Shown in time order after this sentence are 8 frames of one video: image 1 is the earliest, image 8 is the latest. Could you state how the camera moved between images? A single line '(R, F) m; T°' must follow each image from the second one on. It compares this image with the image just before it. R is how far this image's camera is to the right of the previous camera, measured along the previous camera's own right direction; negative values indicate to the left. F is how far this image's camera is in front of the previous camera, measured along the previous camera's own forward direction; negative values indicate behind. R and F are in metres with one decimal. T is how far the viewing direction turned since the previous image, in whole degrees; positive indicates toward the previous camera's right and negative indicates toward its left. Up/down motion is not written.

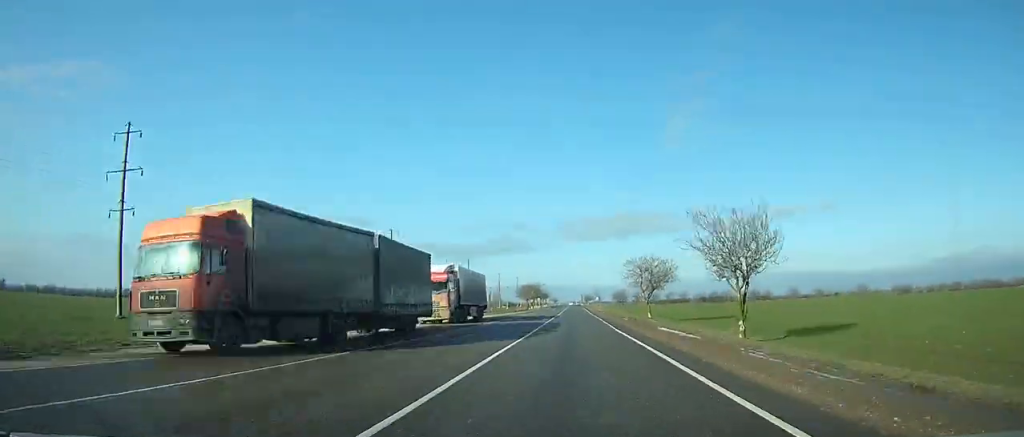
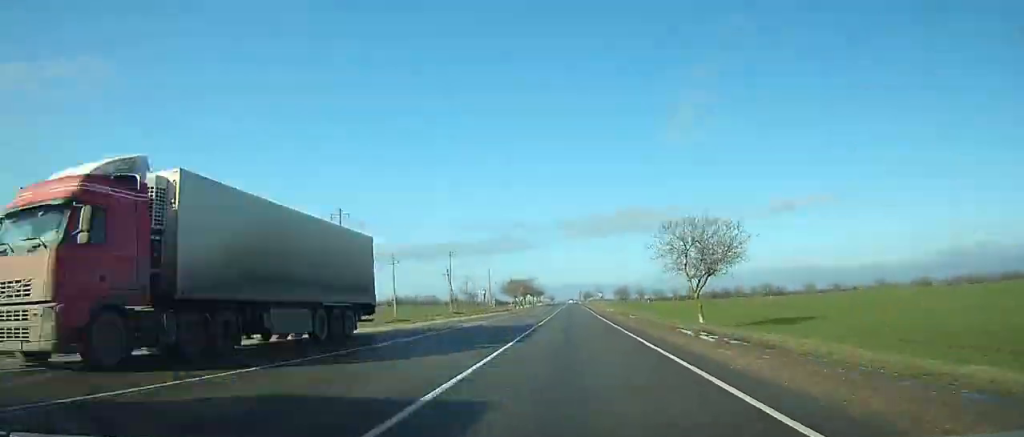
(0.0, +30.4) m; 0°
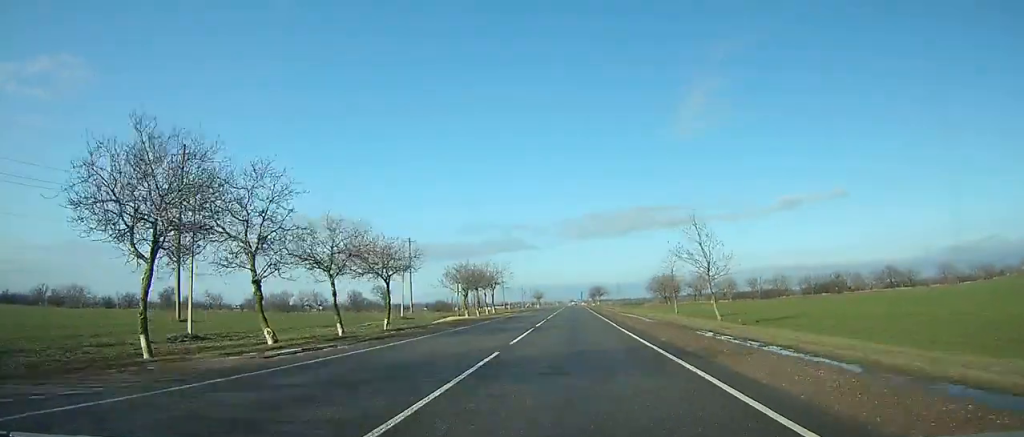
(-0.4, +149.5) m; 0°
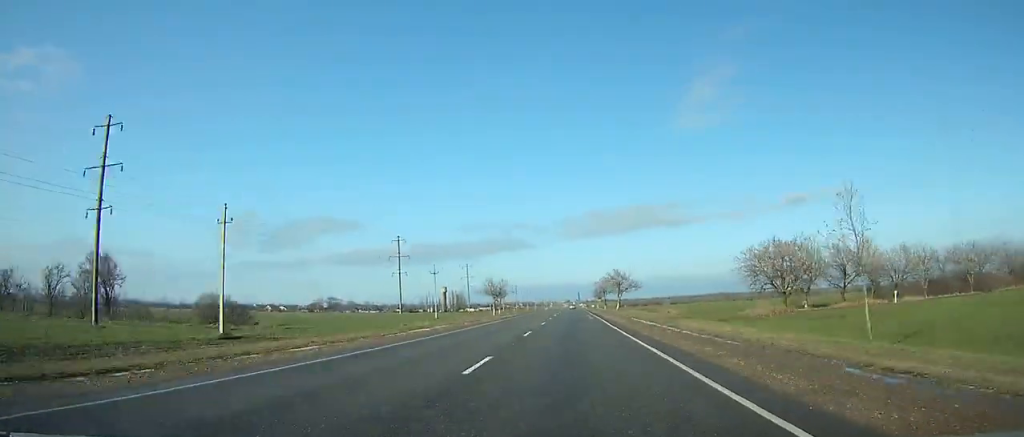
(0.0, +106.8) m; 0°
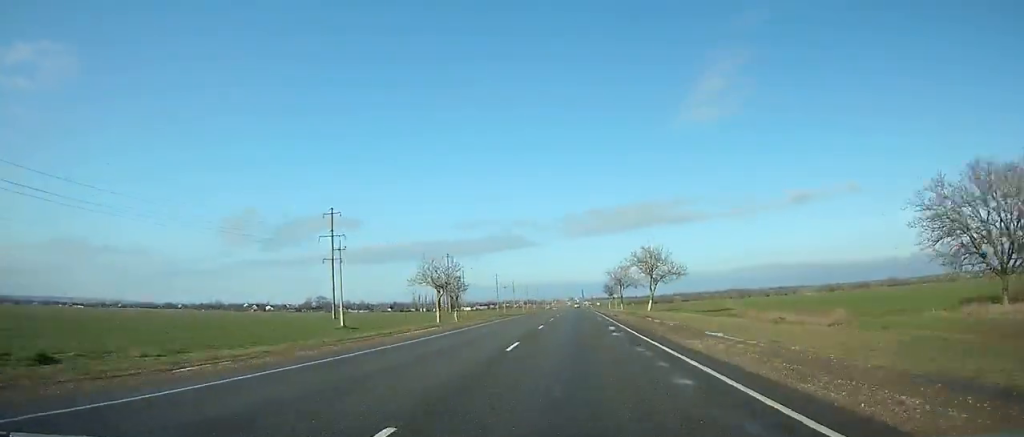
(0.0, +44.4) m; 0°
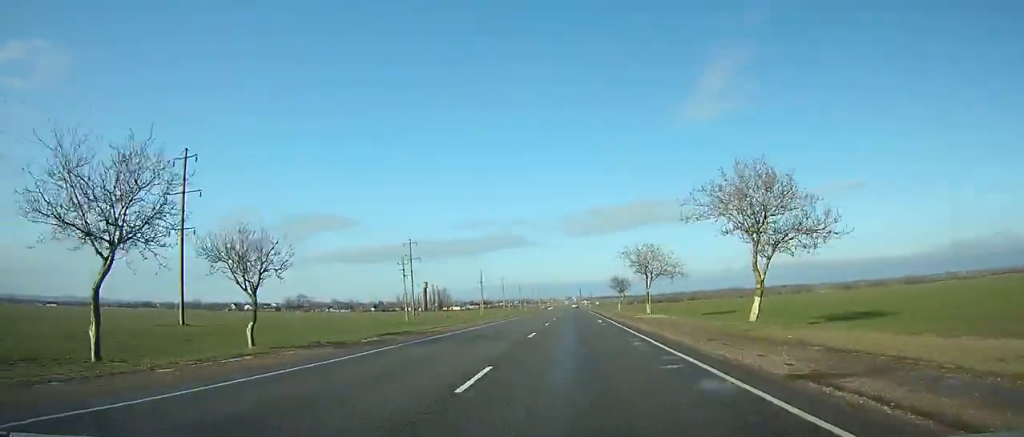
(+0.1, +41.8) m; 0°
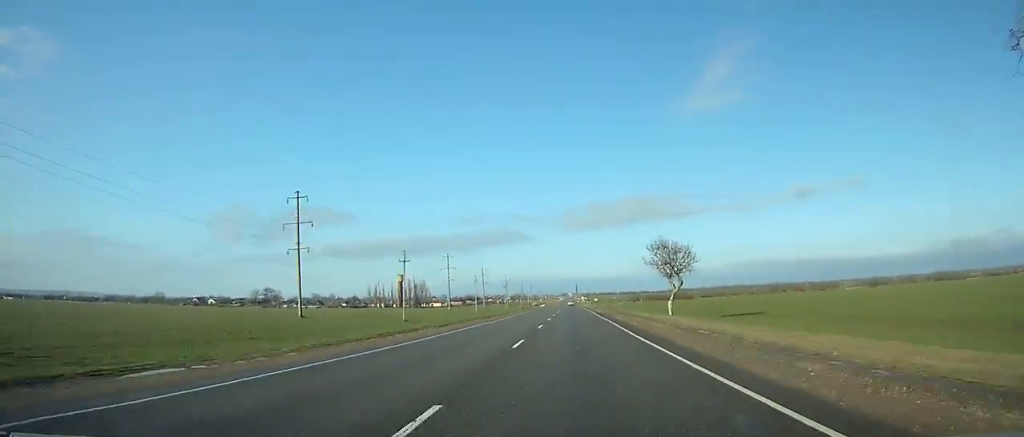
(+0.2, +65.3) m; 0°
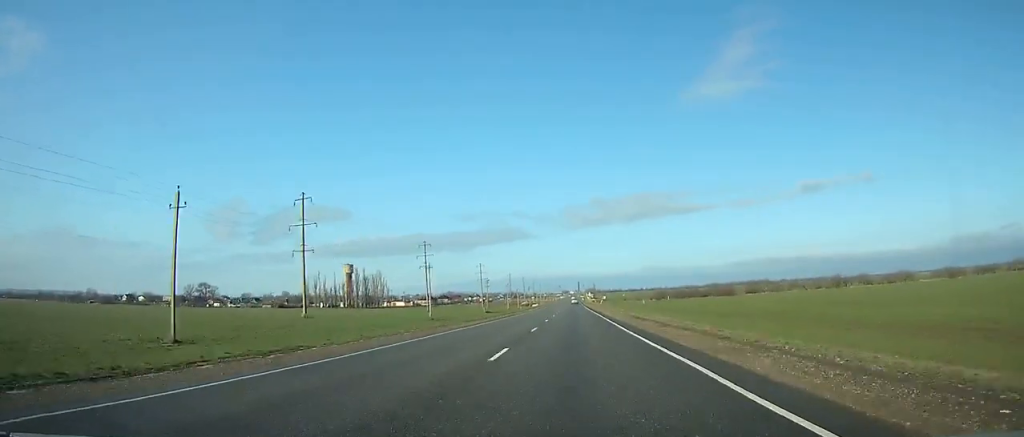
(+0.3, +112.8) m; 0°
